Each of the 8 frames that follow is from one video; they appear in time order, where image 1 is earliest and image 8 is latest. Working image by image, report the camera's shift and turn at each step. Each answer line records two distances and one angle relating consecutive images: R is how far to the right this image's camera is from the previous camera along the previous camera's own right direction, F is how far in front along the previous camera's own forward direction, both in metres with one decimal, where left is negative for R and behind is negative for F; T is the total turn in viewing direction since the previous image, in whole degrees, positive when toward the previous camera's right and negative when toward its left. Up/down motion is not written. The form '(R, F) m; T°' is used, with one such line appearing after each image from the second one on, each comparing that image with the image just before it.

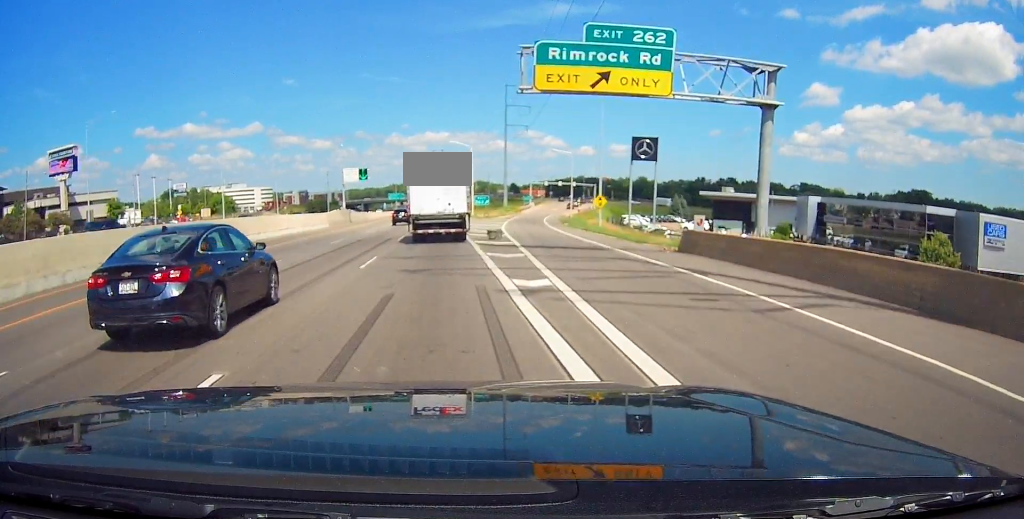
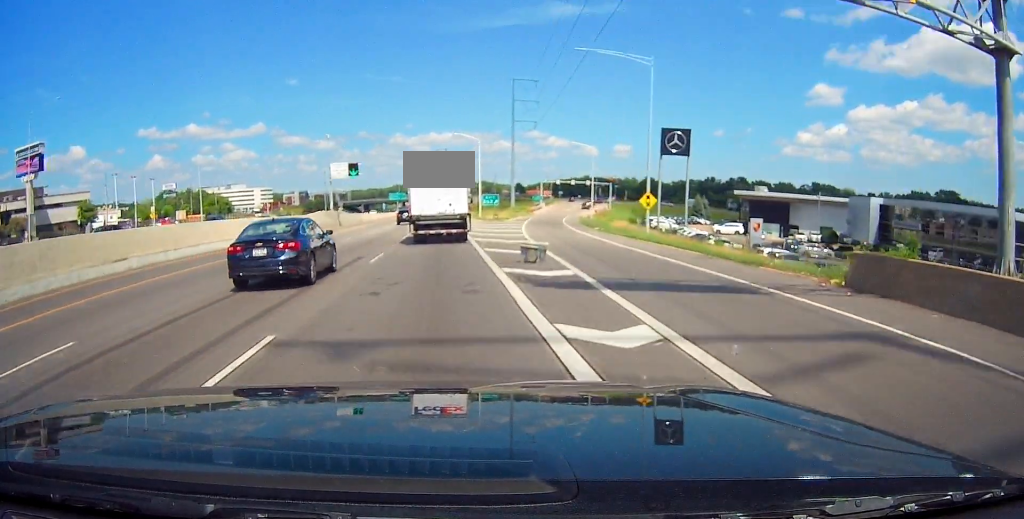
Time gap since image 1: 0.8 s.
(0.0, +13.2) m; -1°
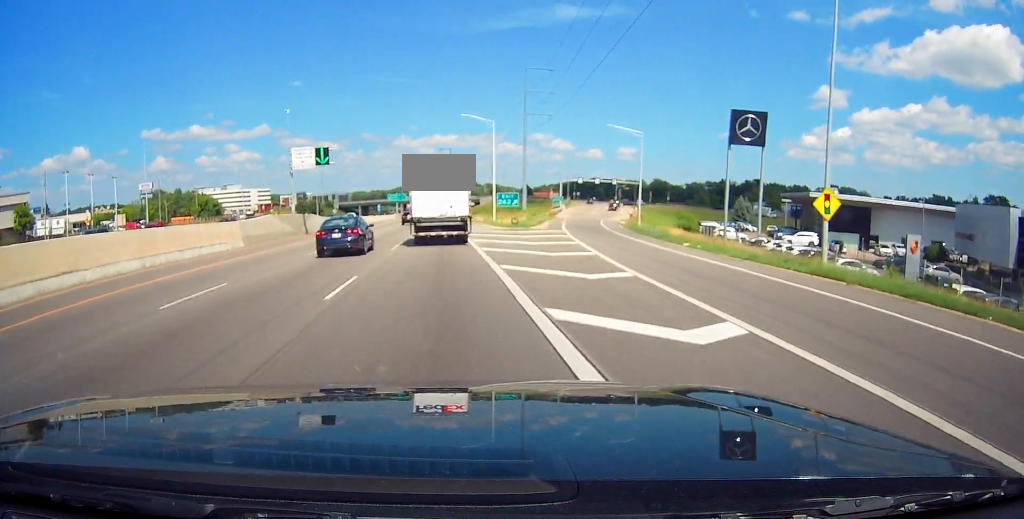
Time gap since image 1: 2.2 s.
(-0.7, +22.7) m; -2°
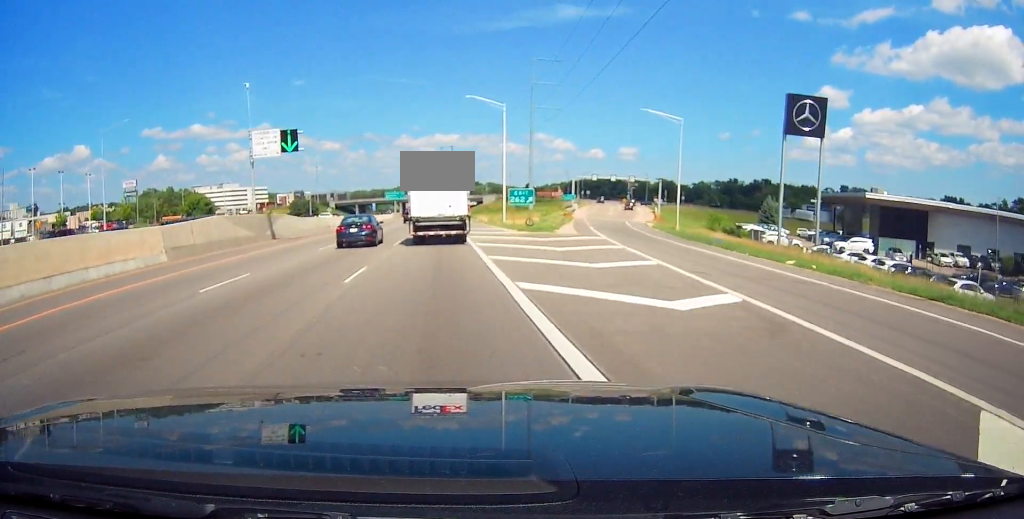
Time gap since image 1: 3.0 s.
(+0.1, +12.6) m; 0°
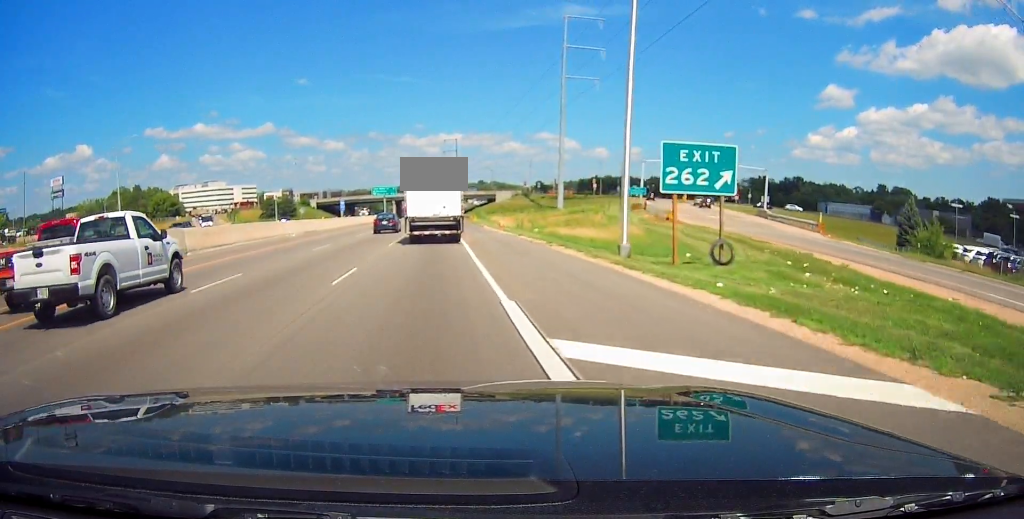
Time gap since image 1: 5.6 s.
(0.0, +45.0) m; 0°
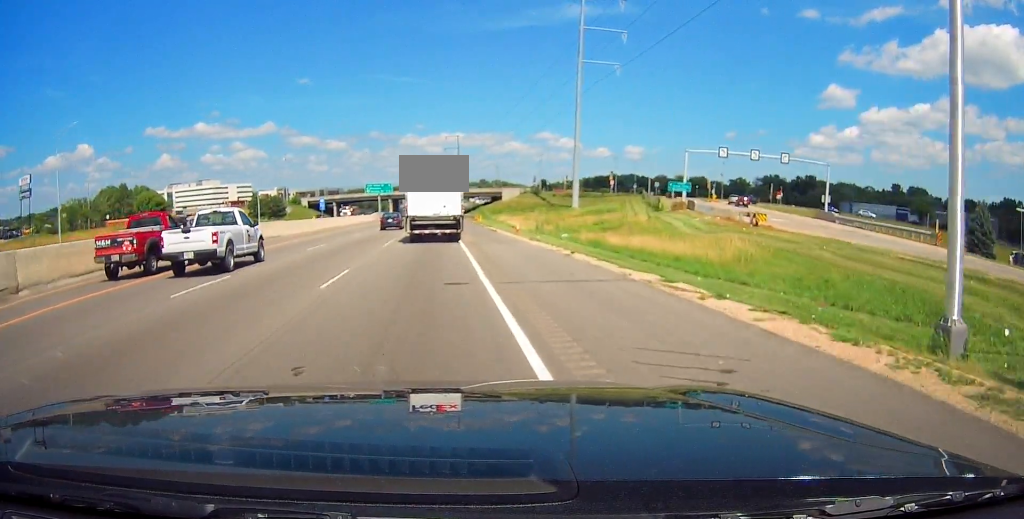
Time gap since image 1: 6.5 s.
(+0.1, +16.0) m; 0°
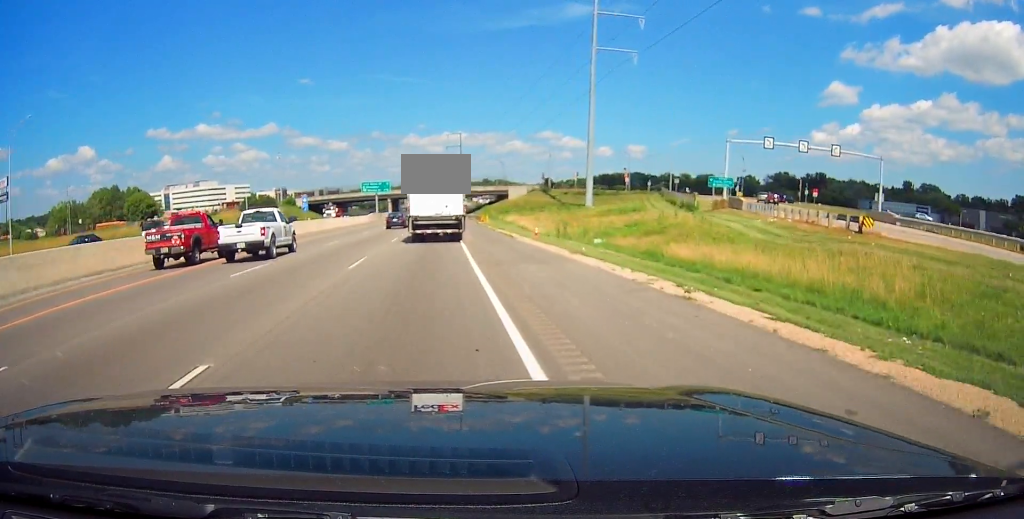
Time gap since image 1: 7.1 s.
(0.0, +10.6) m; -1°
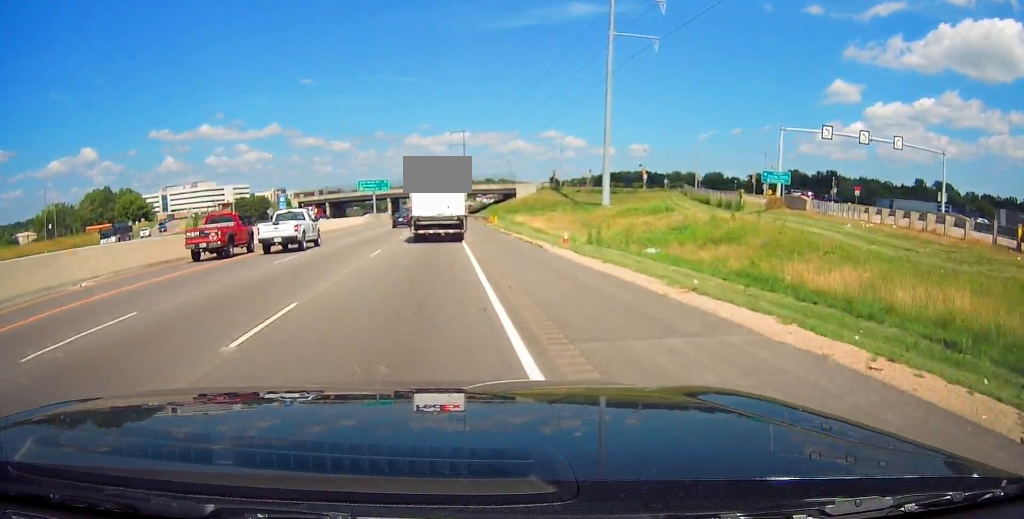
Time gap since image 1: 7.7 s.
(-0.1, +10.4) m; -1°
